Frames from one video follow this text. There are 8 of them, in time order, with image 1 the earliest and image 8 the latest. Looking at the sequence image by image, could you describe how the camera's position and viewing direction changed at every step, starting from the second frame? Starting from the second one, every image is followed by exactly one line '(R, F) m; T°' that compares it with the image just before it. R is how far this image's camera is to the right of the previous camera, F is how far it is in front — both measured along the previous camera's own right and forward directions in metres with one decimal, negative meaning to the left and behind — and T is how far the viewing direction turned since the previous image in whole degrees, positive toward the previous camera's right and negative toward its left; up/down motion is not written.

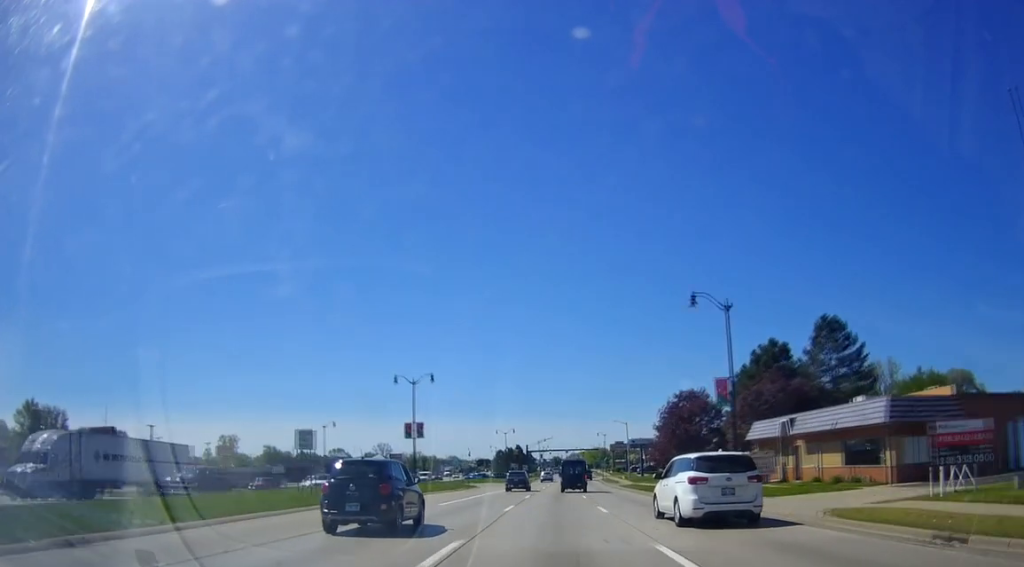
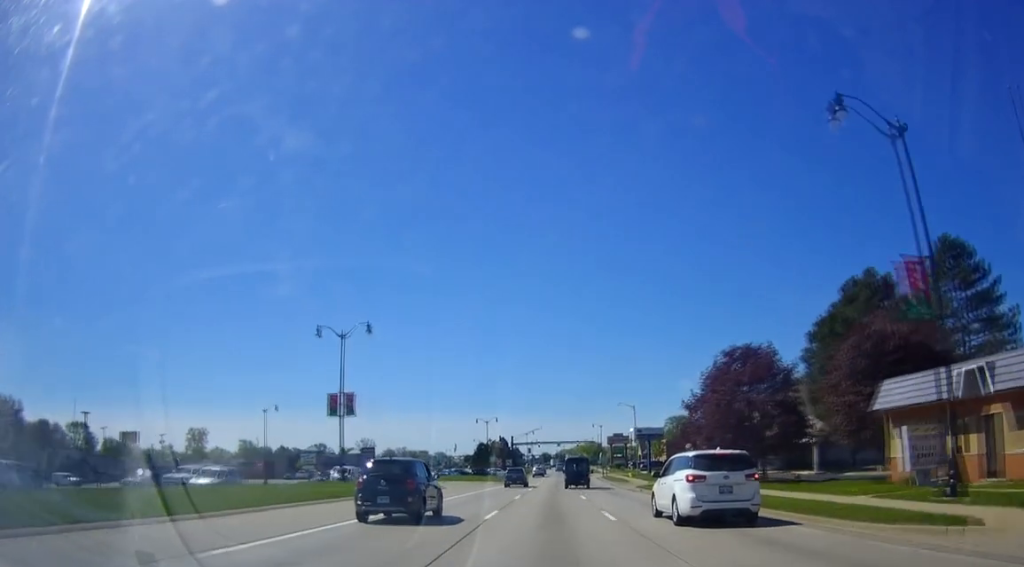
(+0.1, +21.5) m; +1°
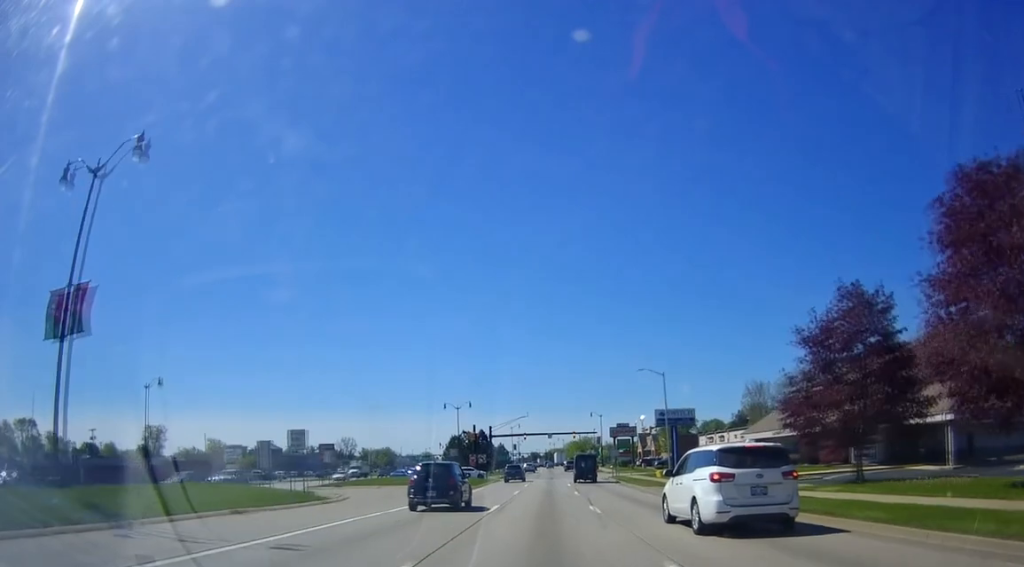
(+0.1, +27.1) m; +1°
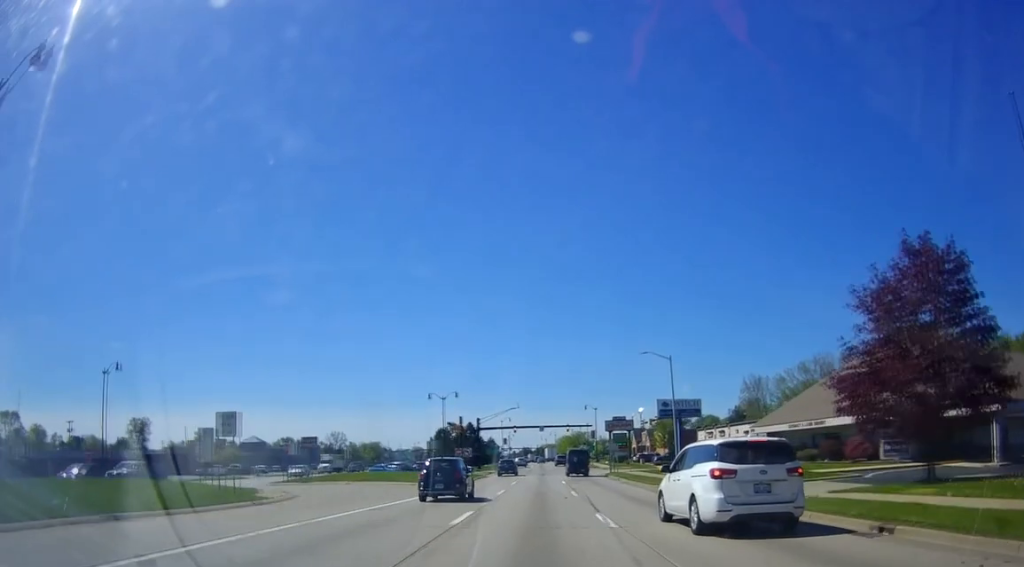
(+0.2, +6.0) m; +2°
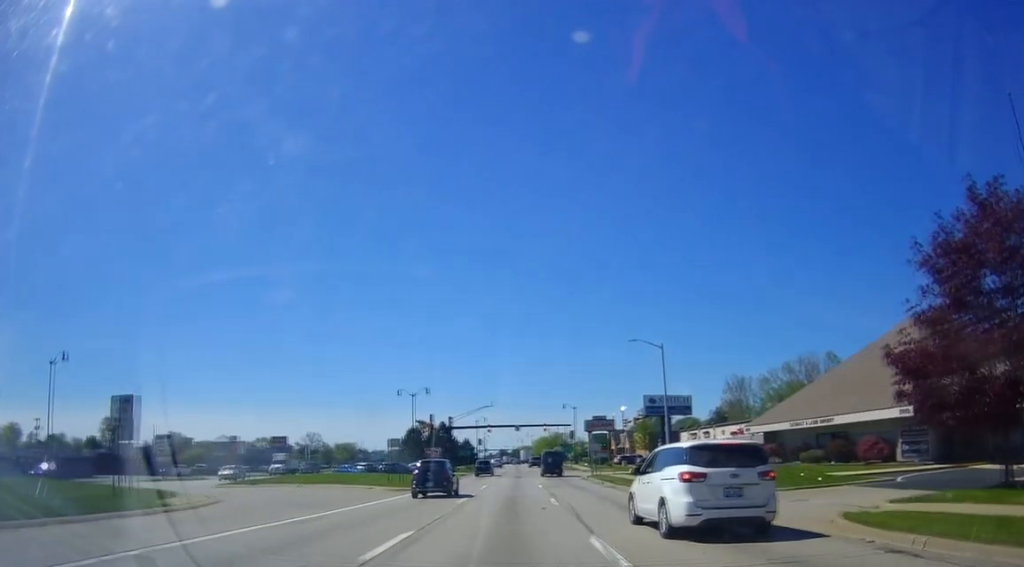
(+0.2, +5.6) m; +2°
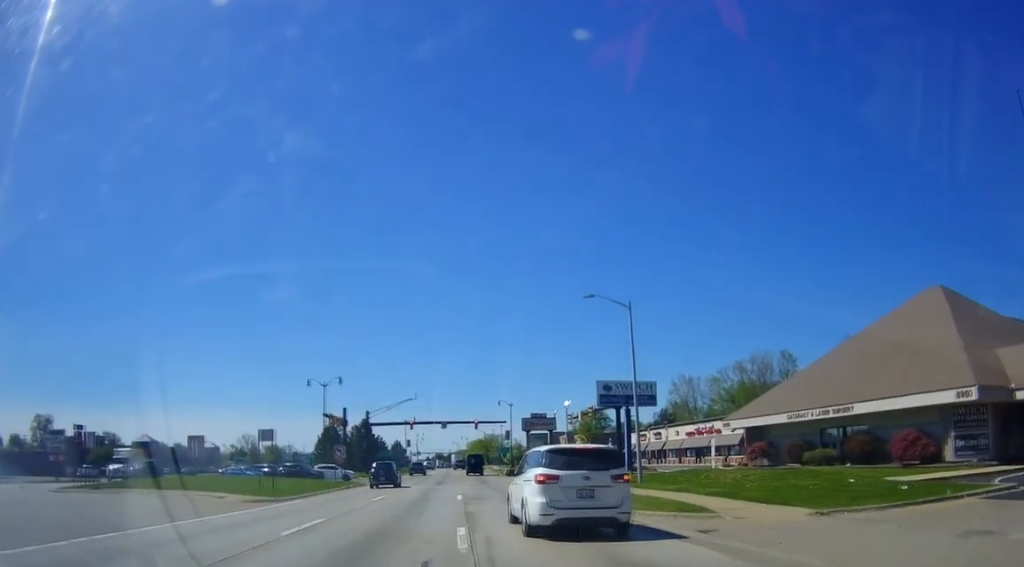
(+0.4, +12.8) m; +5°
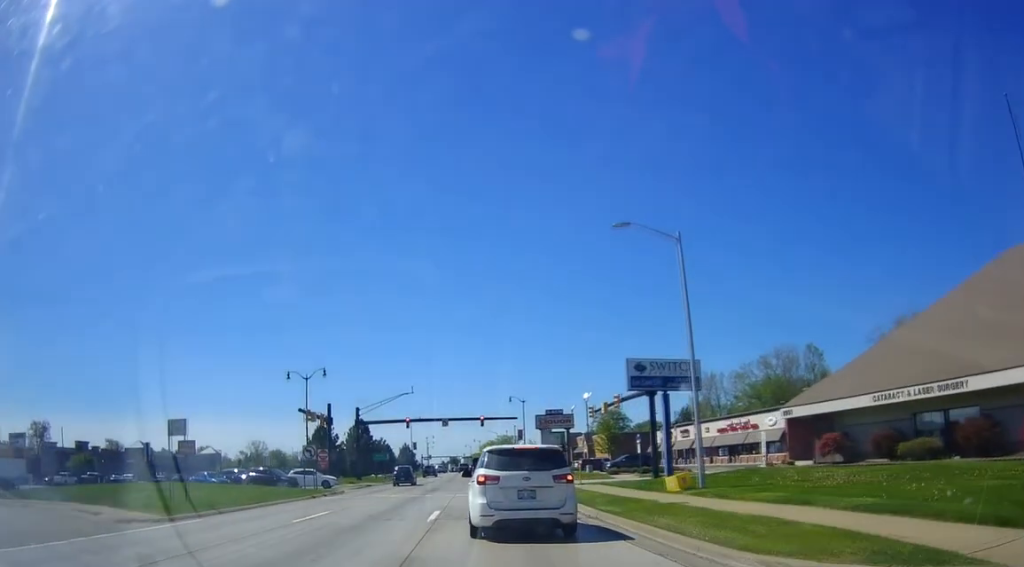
(+0.5, +9.7) m; +1°
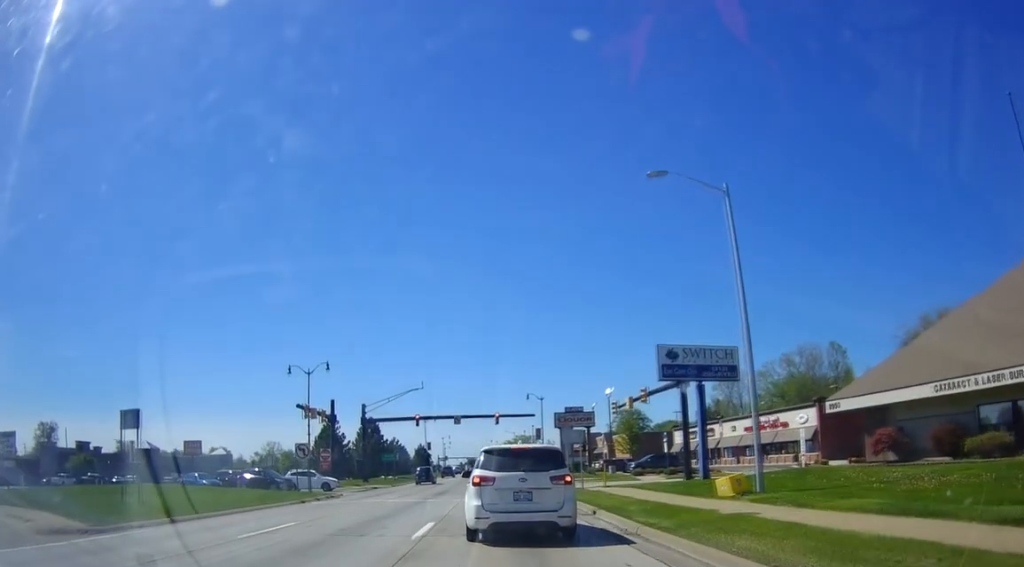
(-0.4, +3.9) m; +4°
